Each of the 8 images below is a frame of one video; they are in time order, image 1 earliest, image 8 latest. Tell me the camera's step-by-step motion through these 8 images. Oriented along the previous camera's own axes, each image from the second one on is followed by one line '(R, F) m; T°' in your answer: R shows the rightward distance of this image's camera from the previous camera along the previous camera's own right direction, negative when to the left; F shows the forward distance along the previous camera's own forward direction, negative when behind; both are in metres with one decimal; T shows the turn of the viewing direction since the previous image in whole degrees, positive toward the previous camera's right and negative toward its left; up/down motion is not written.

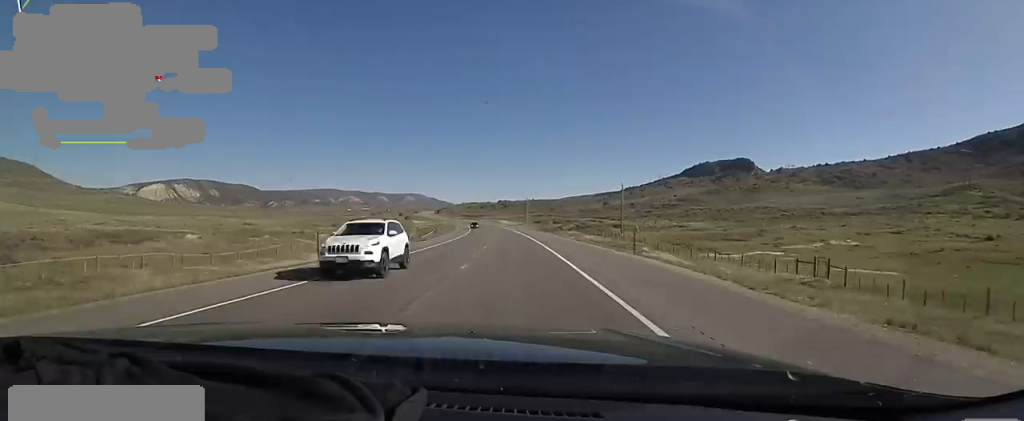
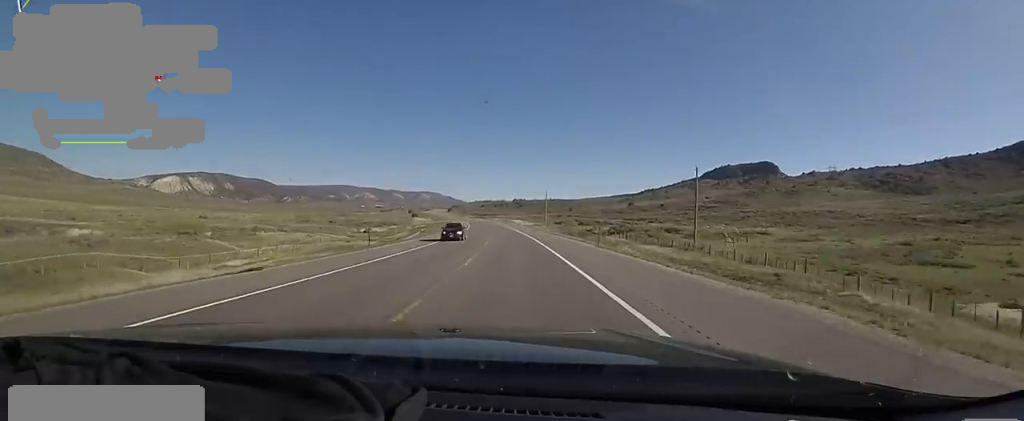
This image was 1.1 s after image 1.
(0.0, +33.5) m; 0°
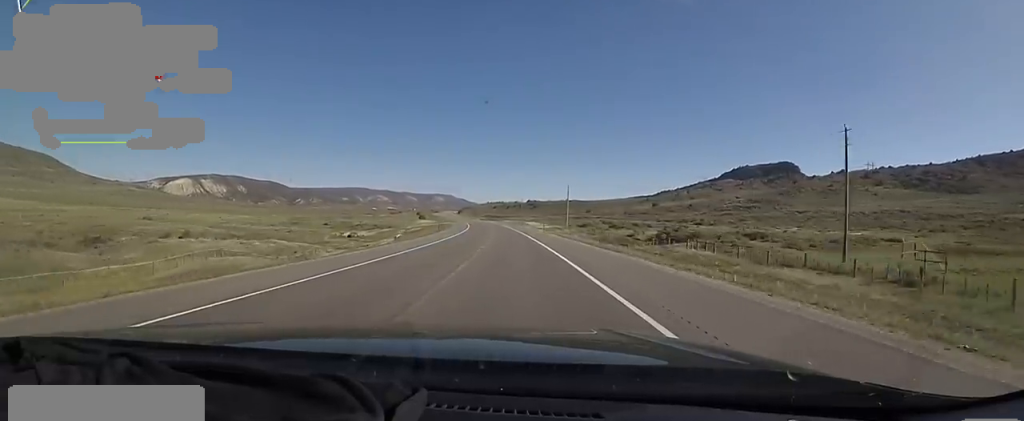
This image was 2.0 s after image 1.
(+0.1, +28.1) m; -2°
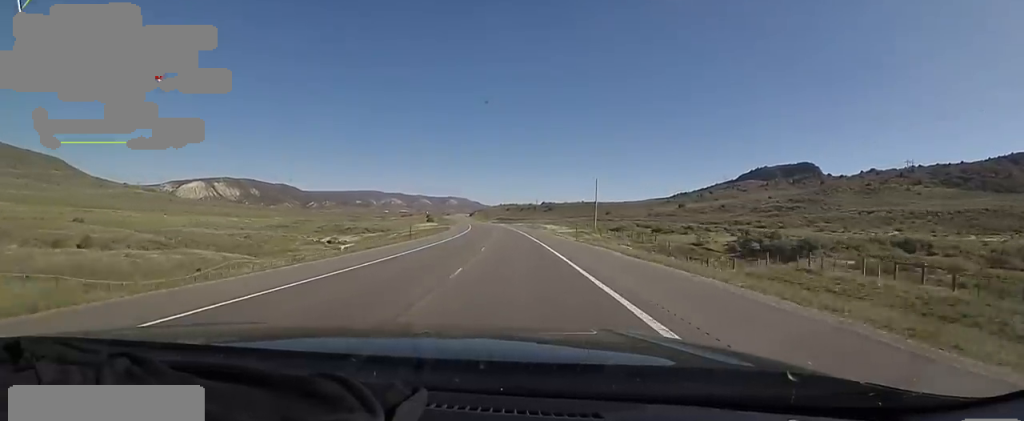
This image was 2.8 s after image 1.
(-0.9, +25.0) m; -3°
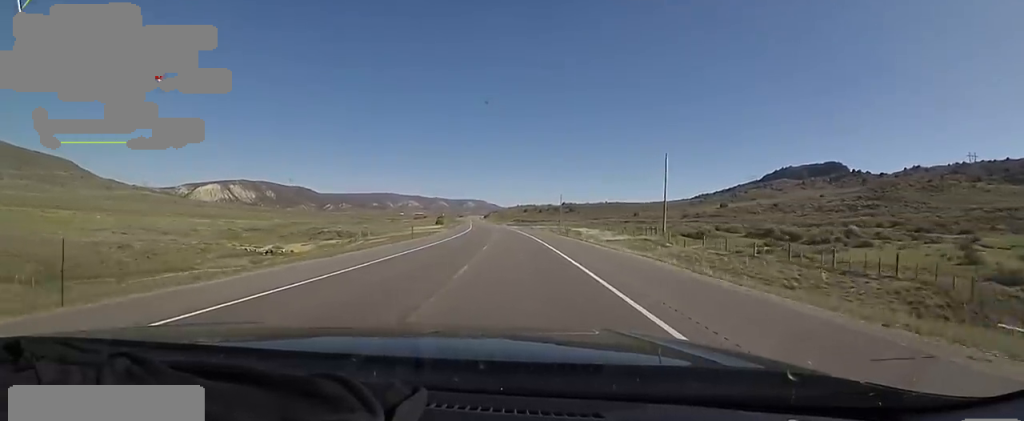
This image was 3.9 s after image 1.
(-1.4, +36.5) m; -1°
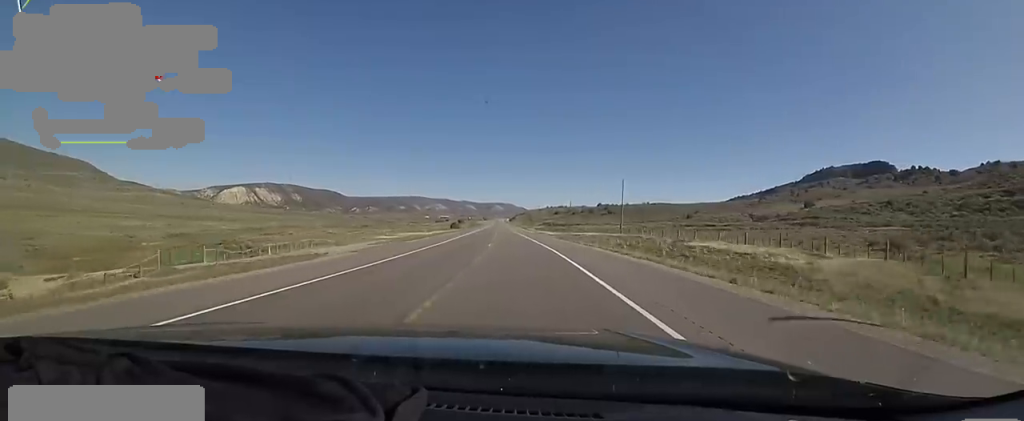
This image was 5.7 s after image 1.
(-1.3, +55.1) m; -4°
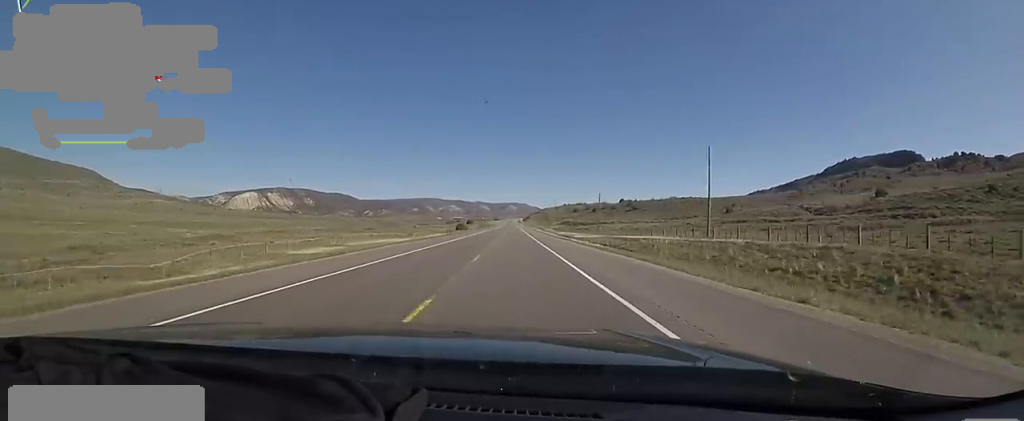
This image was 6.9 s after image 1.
(-0.1, +36.2) m; -1°
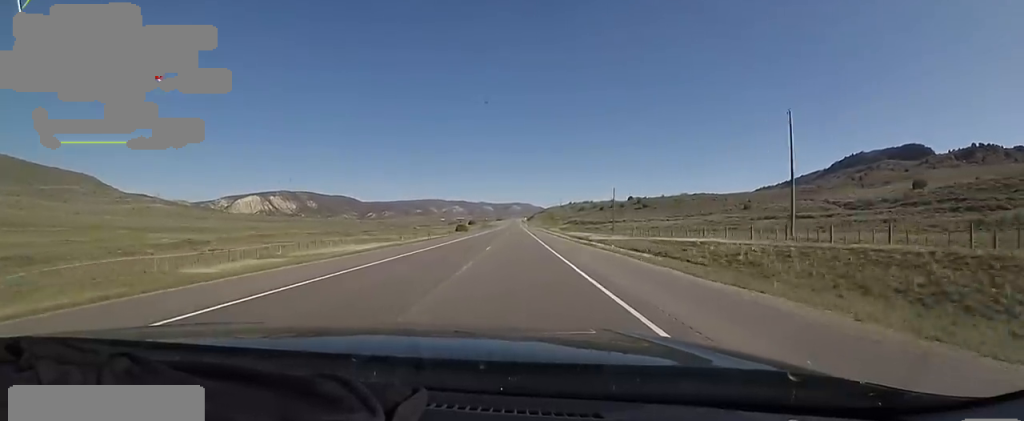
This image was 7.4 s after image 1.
(-0.2, +16.6) m; -1°
